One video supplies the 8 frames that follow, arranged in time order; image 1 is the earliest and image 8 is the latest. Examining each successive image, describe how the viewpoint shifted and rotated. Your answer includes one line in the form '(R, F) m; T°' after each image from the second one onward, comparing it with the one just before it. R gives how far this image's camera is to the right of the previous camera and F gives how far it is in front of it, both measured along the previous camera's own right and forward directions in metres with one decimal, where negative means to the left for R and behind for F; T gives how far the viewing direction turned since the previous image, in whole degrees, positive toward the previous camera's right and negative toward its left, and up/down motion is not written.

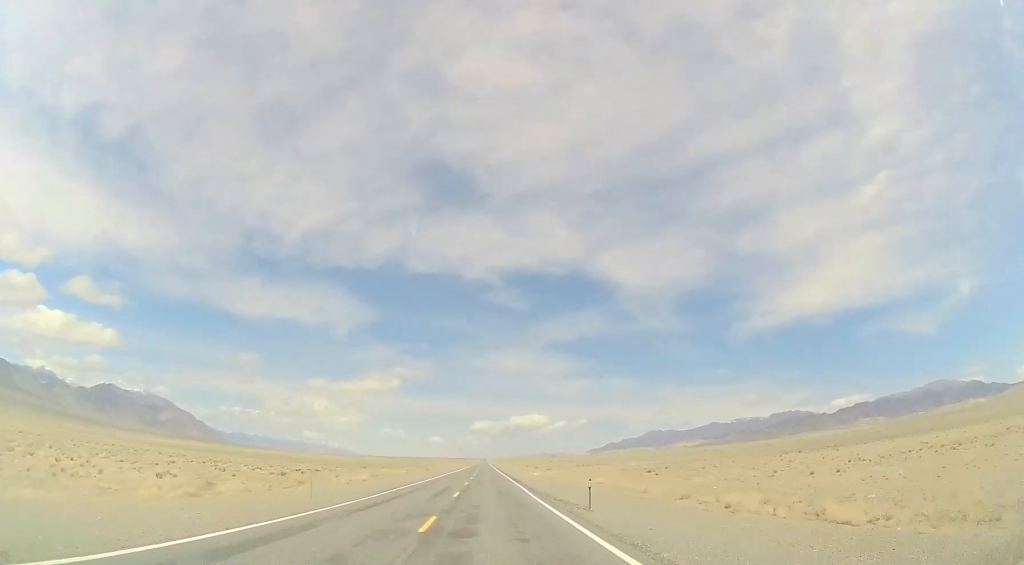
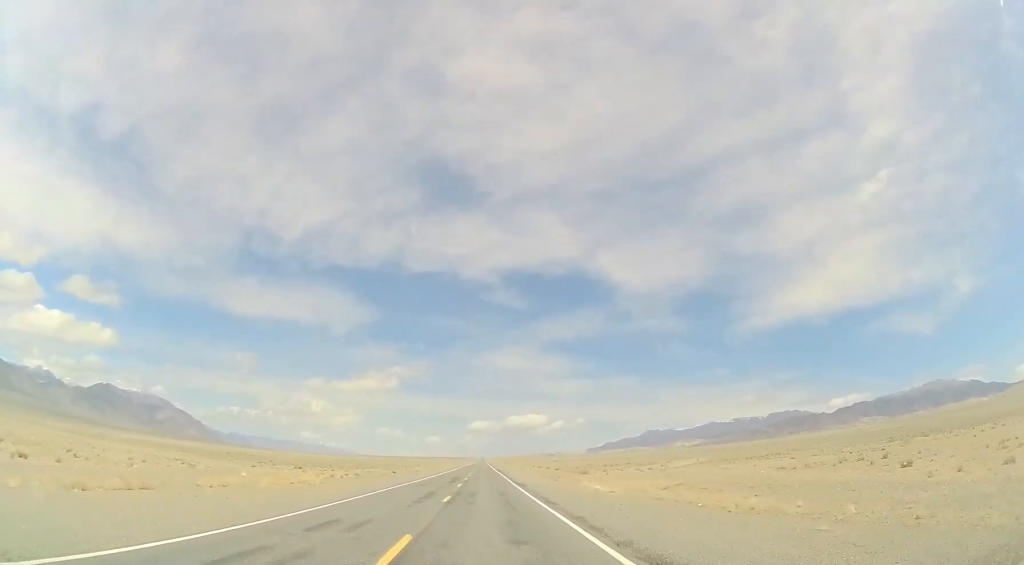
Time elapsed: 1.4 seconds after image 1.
(+0.2, +45.1) m; +1°
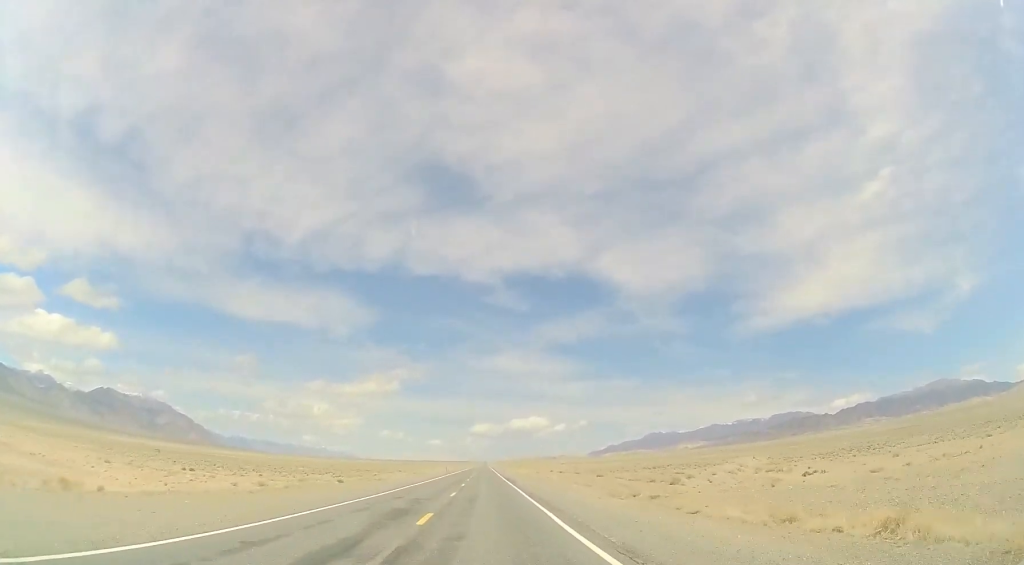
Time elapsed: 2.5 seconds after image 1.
(+0.3, +34.6) m; 0°
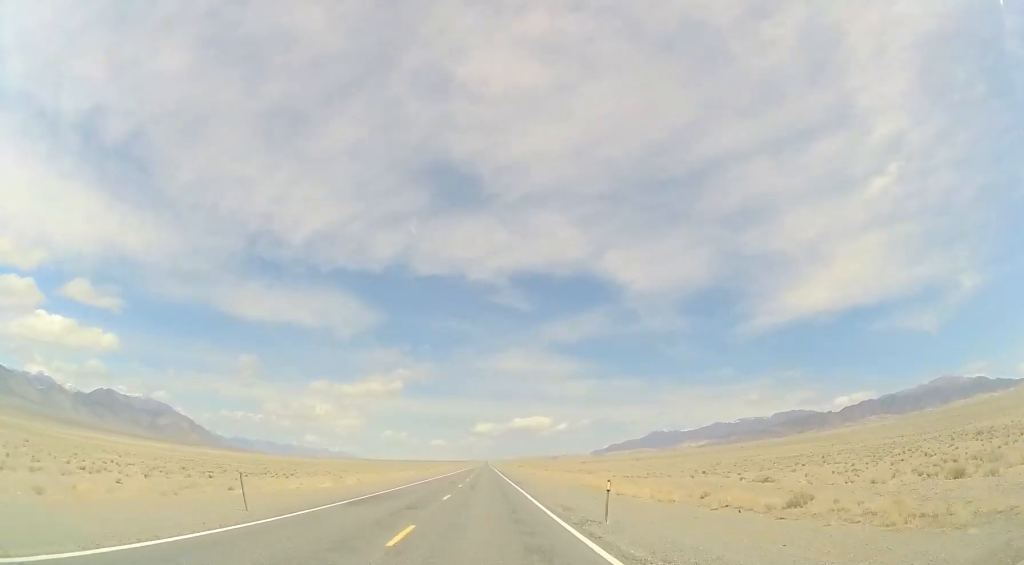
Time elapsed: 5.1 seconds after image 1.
(-0.7, +85.2) m; -1°
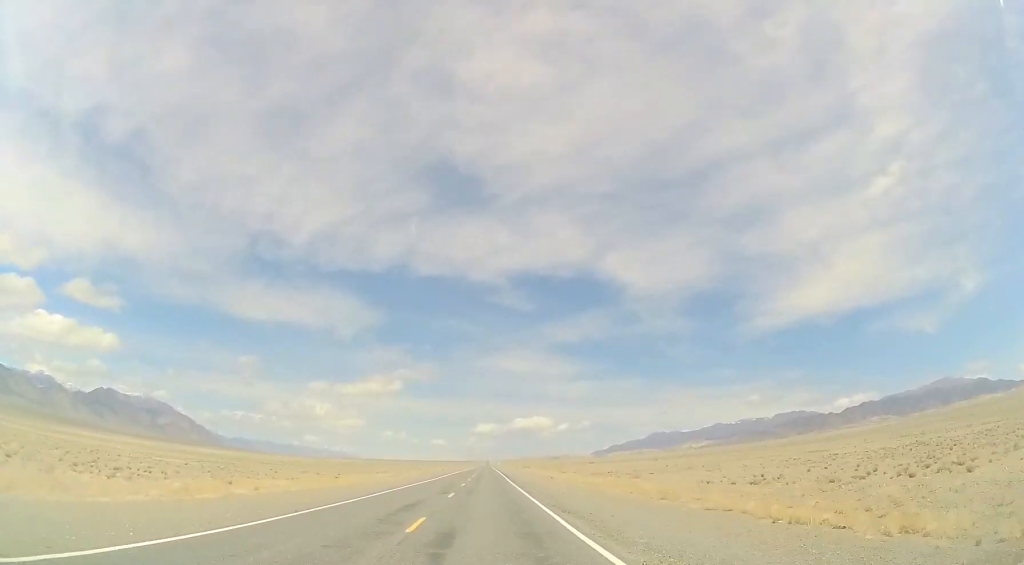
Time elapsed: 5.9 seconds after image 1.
(0.0, +24.7) m; 0°
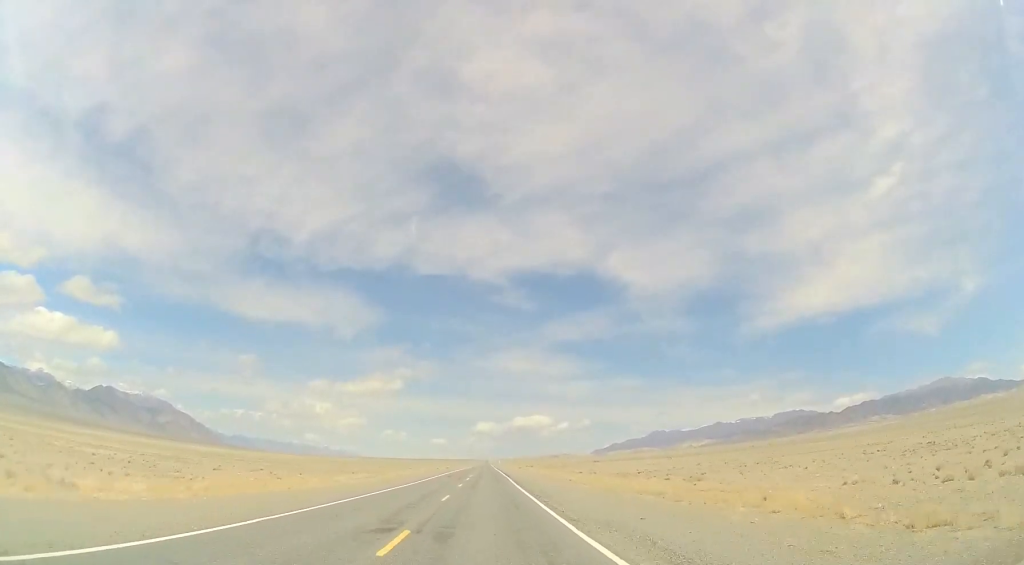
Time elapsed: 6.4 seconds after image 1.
(-0.1, +17.3) m; 0°
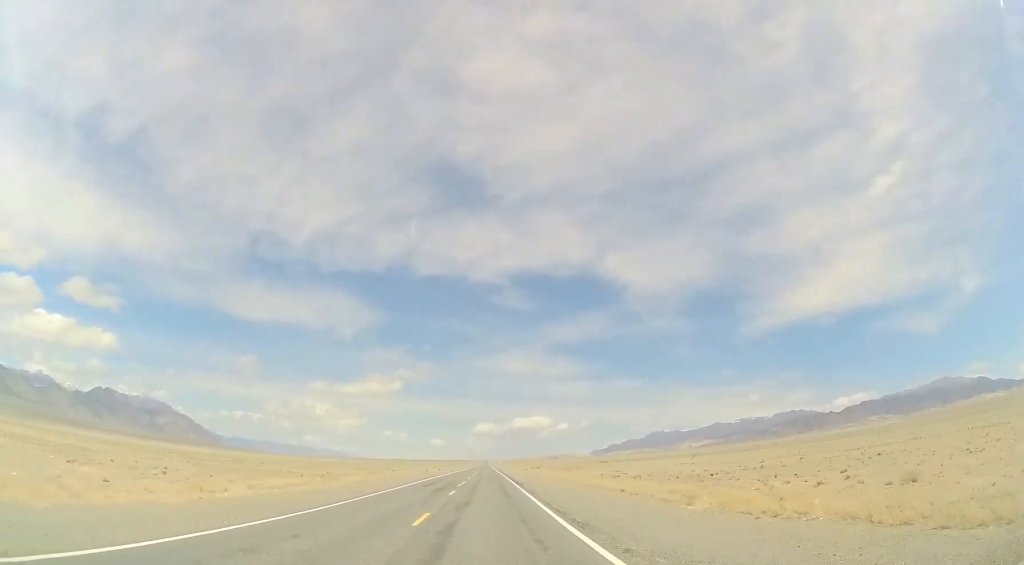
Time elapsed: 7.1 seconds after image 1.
(-0.1, +22.8) m; 0°
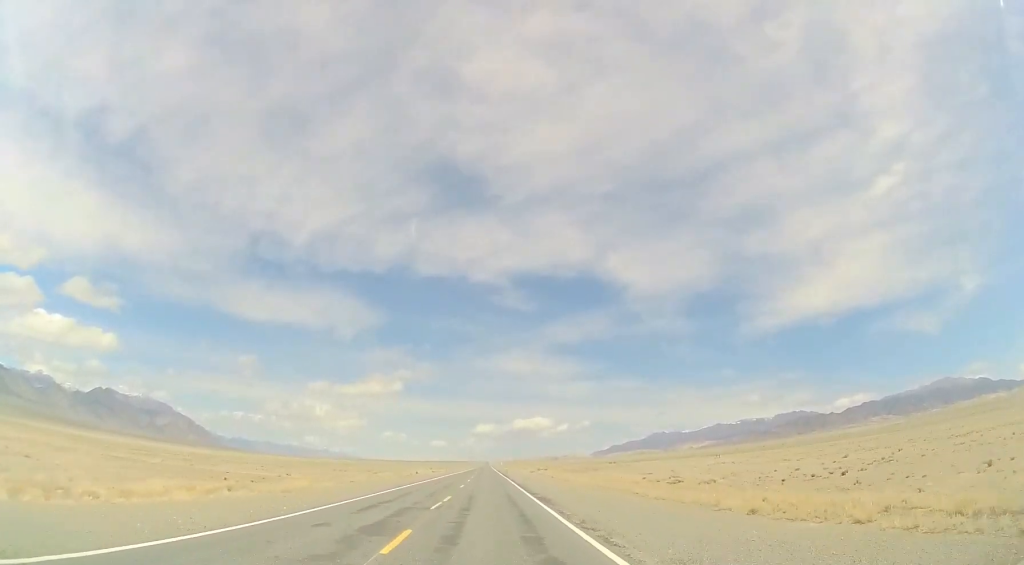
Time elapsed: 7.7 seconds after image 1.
(0.0, +18.4) m; 0°
